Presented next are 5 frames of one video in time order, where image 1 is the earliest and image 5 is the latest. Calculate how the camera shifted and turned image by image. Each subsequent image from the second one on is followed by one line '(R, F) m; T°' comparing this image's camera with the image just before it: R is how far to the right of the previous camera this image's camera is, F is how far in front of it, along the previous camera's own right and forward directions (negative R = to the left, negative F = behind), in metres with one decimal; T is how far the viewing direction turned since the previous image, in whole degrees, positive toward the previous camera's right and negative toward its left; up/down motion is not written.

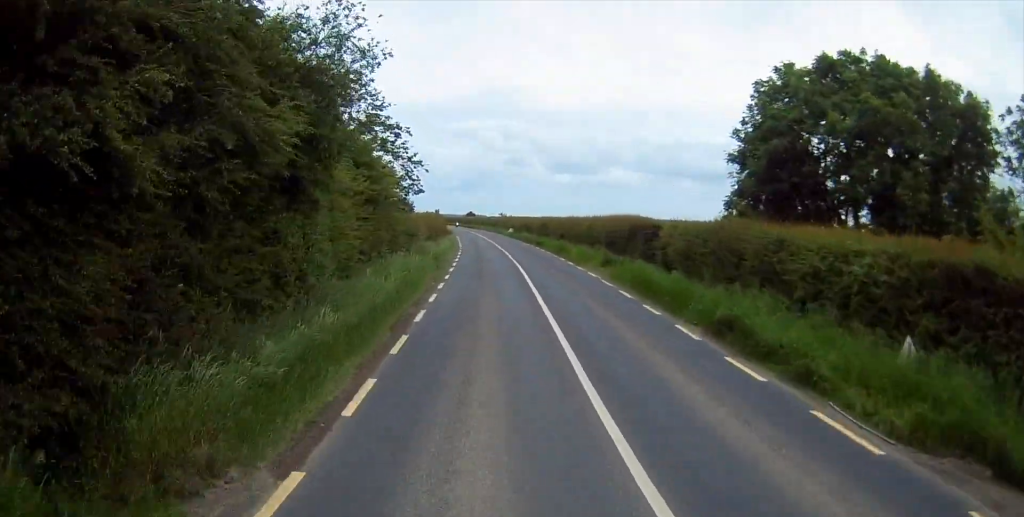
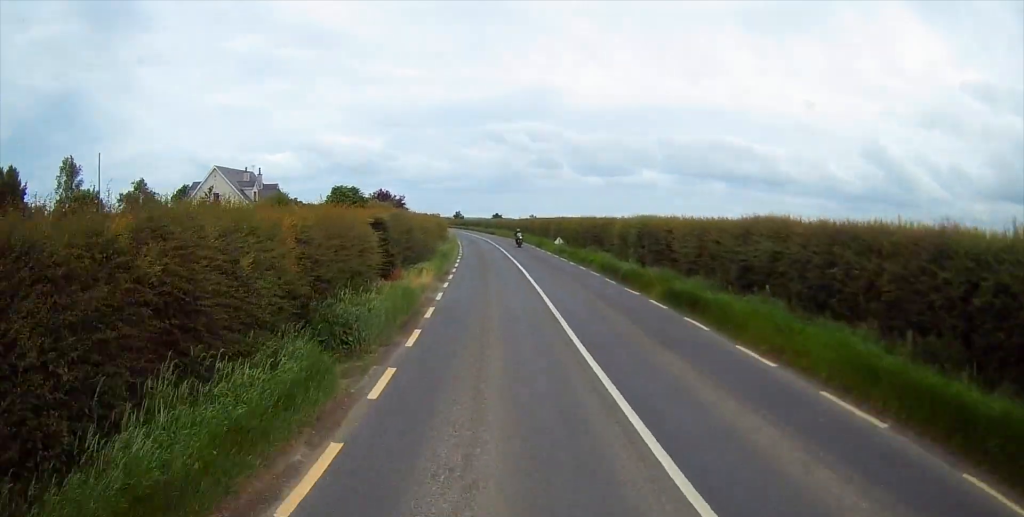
(-0.5, +41.9) m; -3°
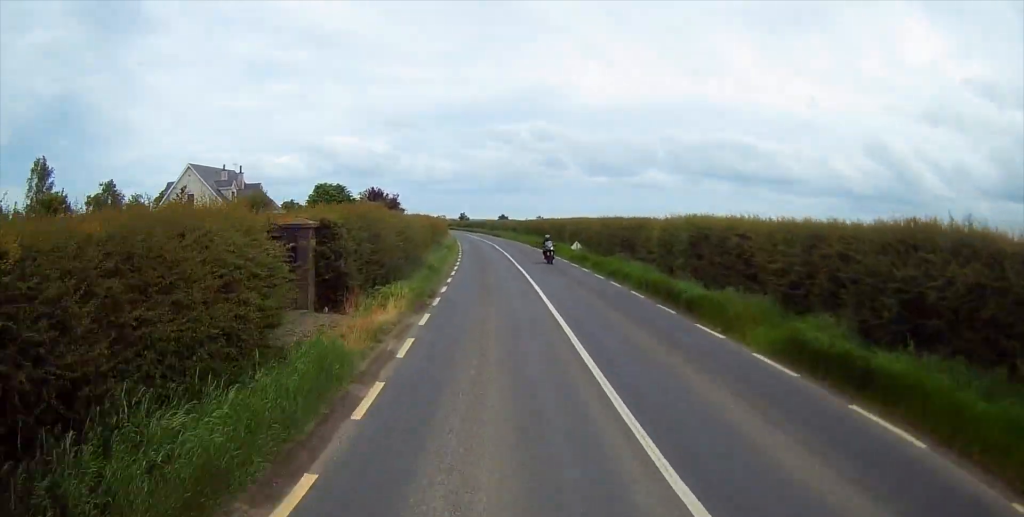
(0.0, +8.7) m; -1°
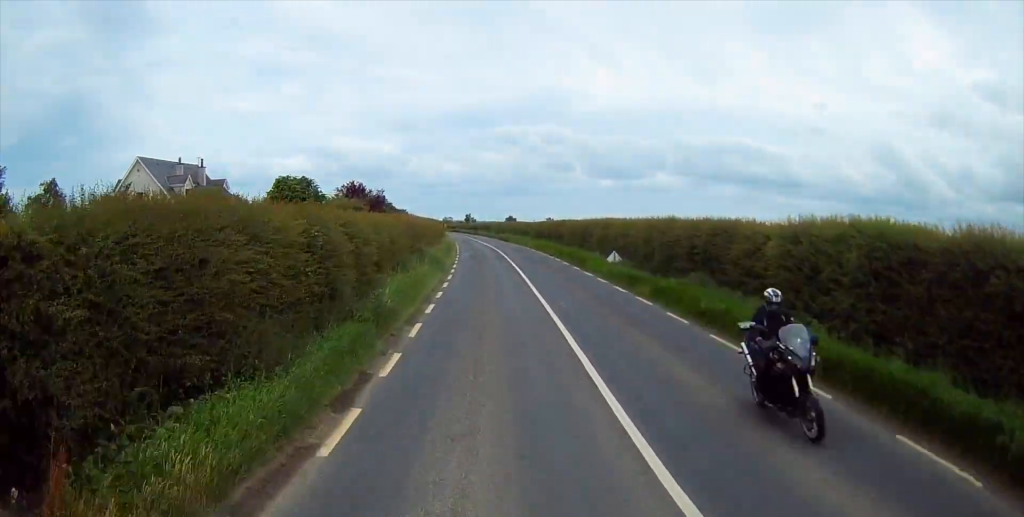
(-0.3, +13.0) m; -1°
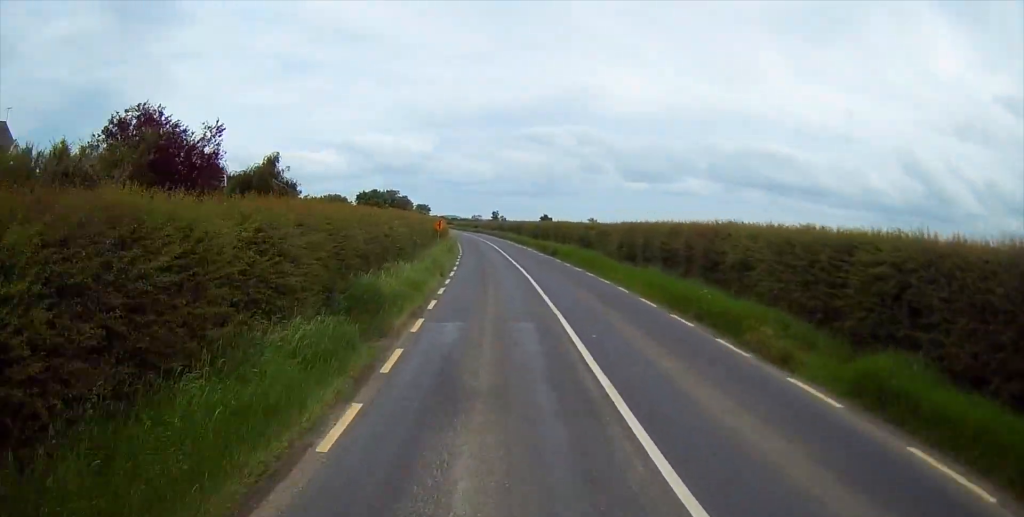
(-0.3, +39.3) m; -1°
